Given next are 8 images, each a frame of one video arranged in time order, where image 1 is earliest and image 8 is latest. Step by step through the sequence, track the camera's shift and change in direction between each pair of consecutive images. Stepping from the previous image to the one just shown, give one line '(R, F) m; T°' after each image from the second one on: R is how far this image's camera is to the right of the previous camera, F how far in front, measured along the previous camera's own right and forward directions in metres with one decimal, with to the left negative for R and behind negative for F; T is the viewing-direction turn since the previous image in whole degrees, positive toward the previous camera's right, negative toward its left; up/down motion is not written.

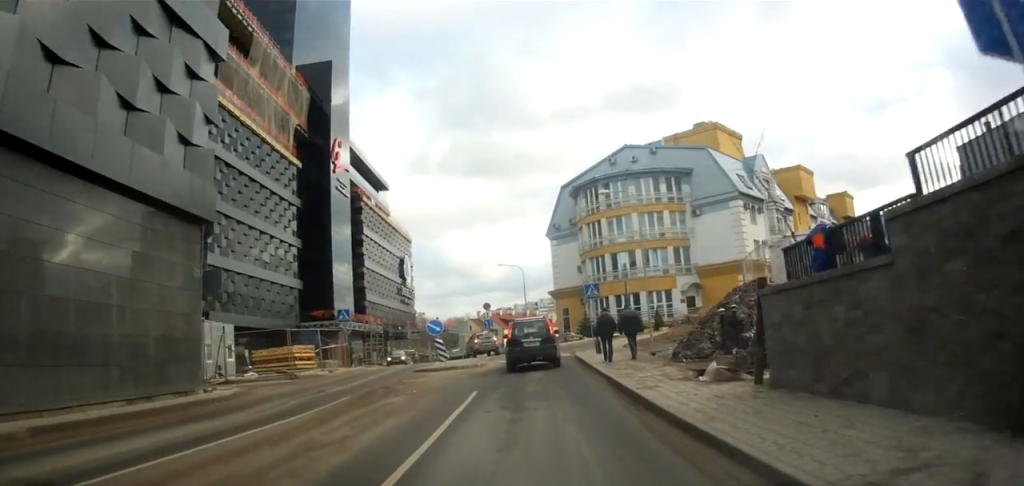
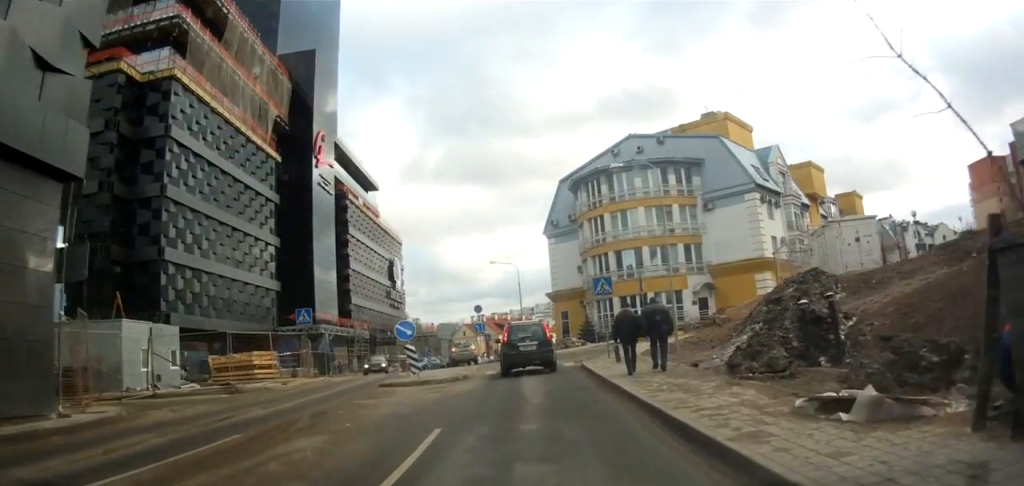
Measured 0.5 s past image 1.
(0.0, +5.6) m; 0°
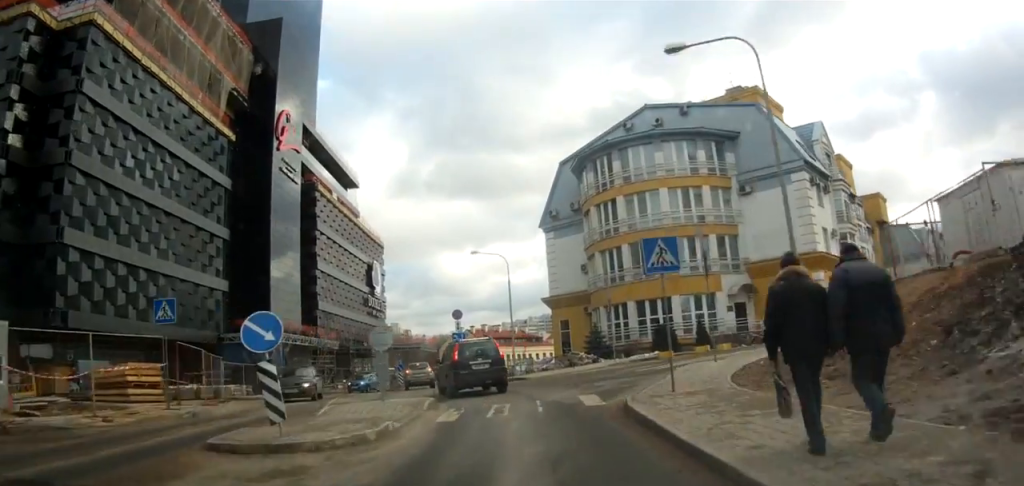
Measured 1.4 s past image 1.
(0.0, +10.8) m; -2°
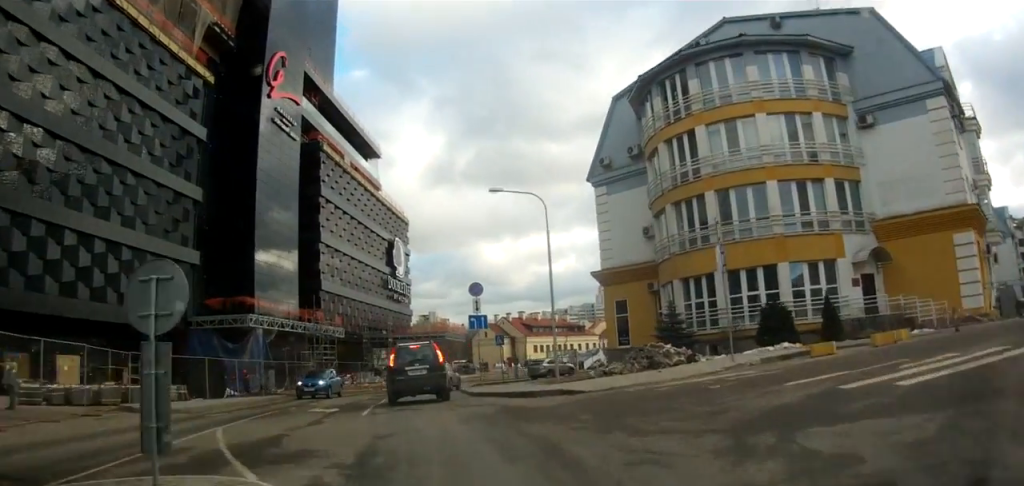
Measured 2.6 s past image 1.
(-0.4, +12.1) m; -1°
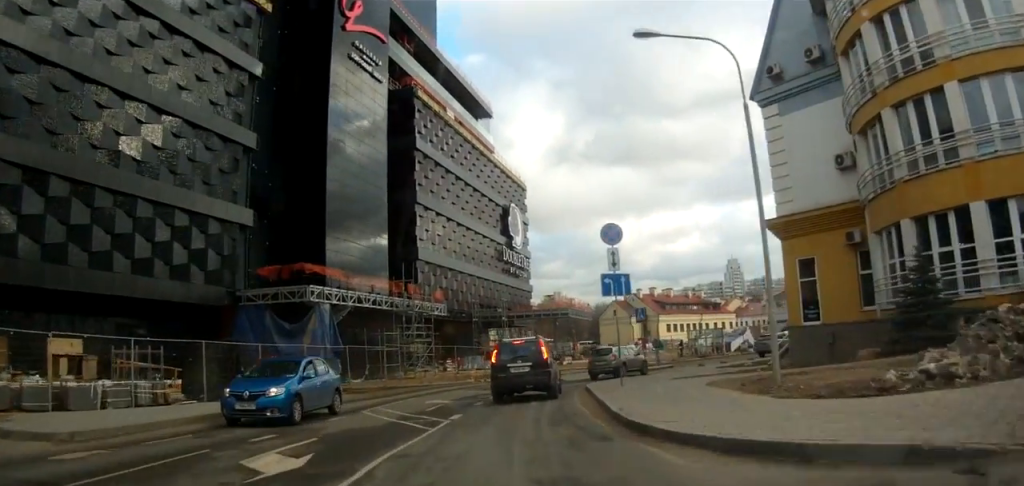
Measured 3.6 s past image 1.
(+0.3, +11.3) m; +5°
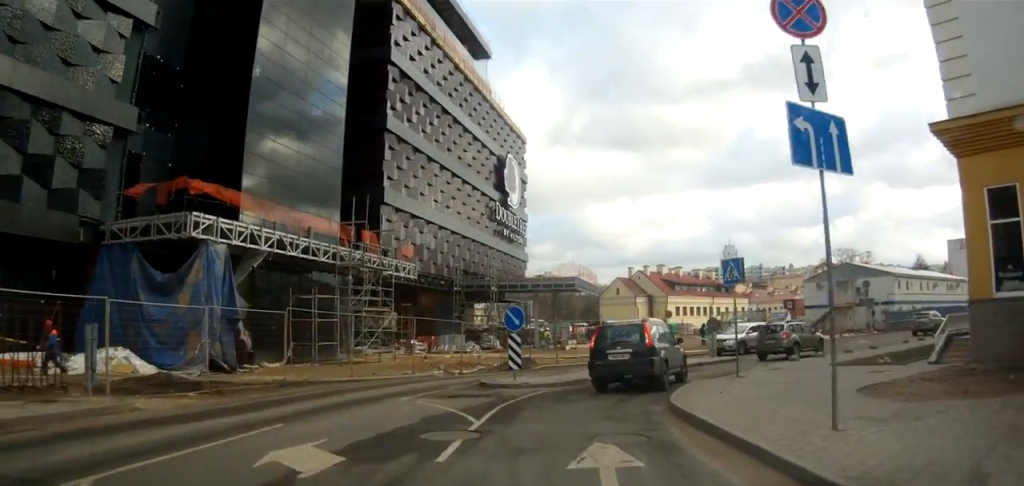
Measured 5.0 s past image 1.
(+0.7, +12.9) m; +3°
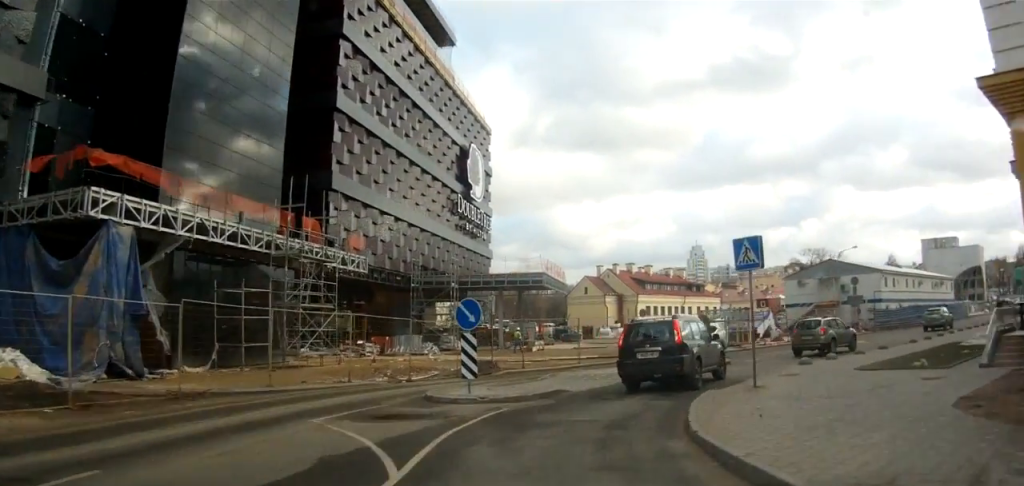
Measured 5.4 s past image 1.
(-0.1, +3.8) m; 0°
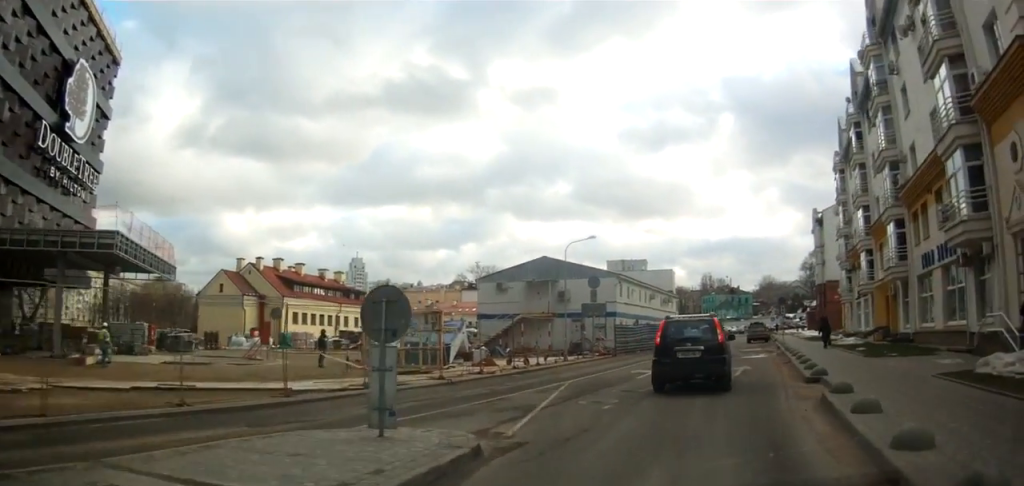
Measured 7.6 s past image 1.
(+1.2, +17.6) m; +8°
